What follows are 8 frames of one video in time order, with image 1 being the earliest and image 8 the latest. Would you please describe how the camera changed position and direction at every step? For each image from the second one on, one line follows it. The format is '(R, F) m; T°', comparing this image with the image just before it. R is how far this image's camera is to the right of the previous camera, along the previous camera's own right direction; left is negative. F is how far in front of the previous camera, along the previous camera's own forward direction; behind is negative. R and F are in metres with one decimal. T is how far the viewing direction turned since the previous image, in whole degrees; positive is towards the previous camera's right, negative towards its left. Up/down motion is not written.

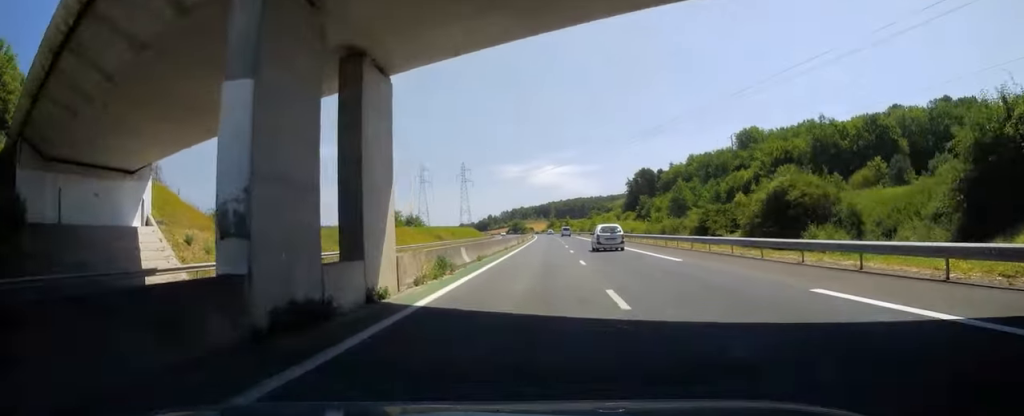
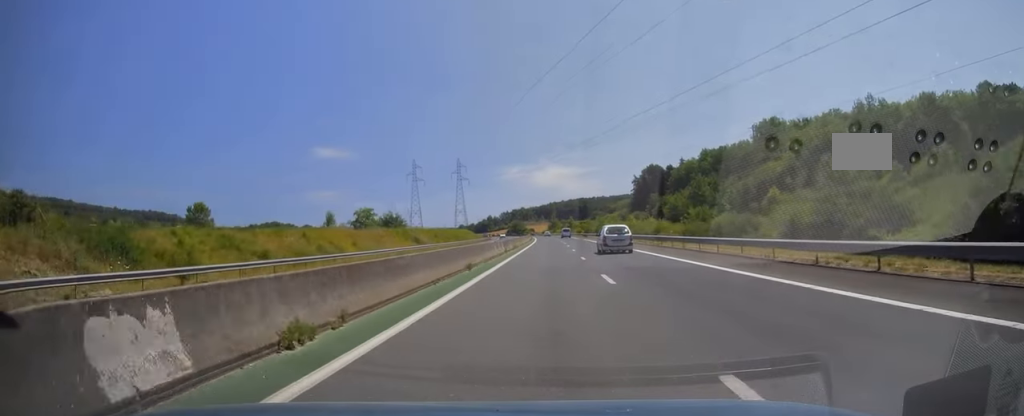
(0.0, +20.5) m; 0°
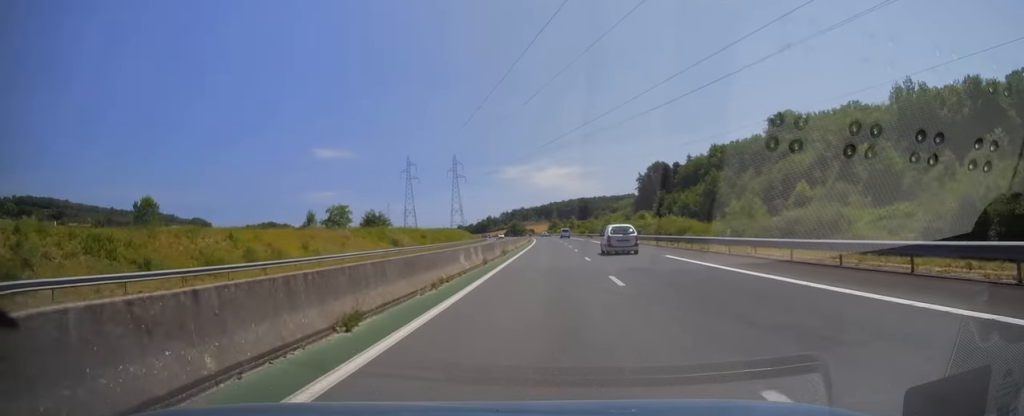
(0.0, +13.3) m; 0°
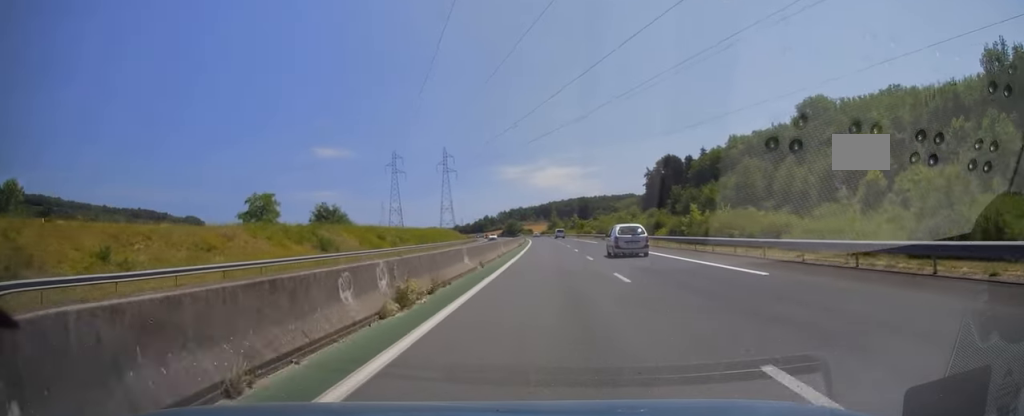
(0.0, +24.7) m; 0°
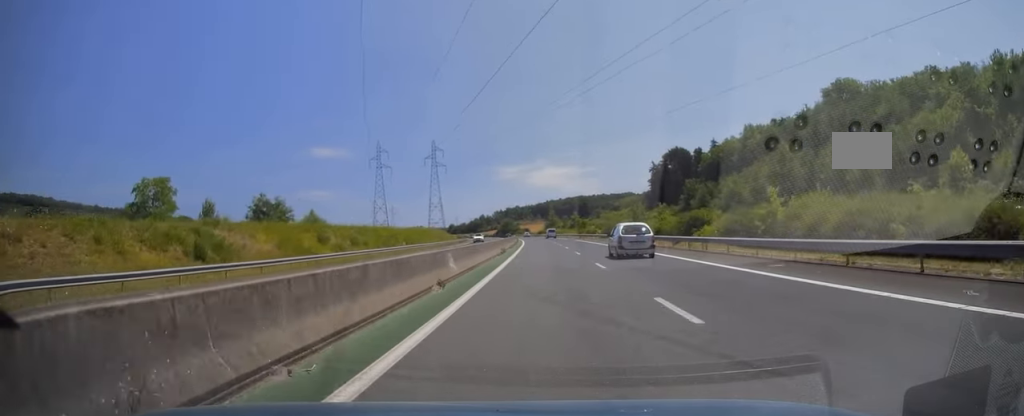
(0.0, +19.5) m; 0°
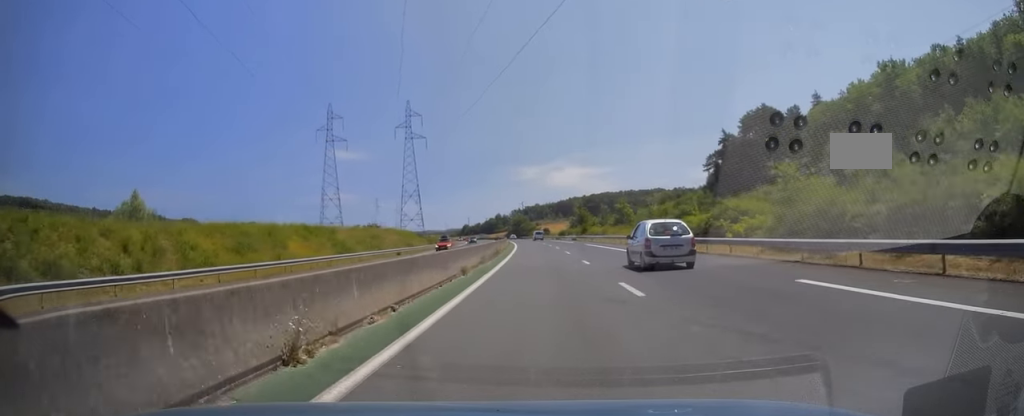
(-1.3, +72.8) m; -2°
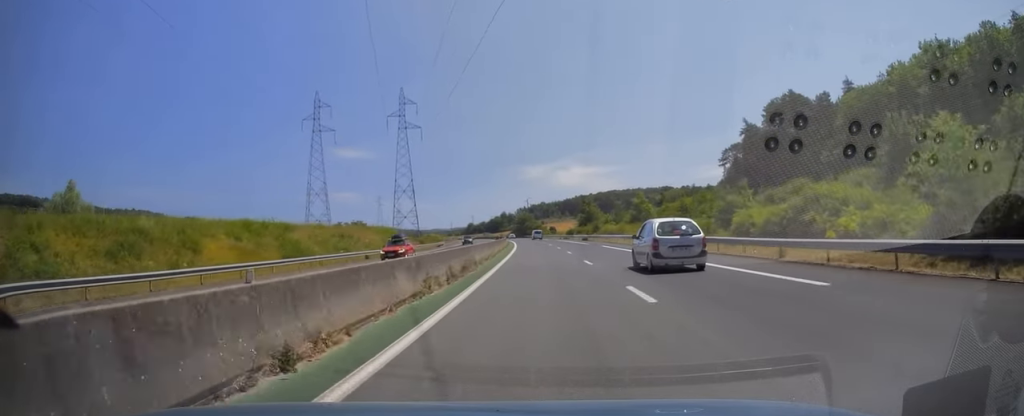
(0.0, +13.9) m; 0°
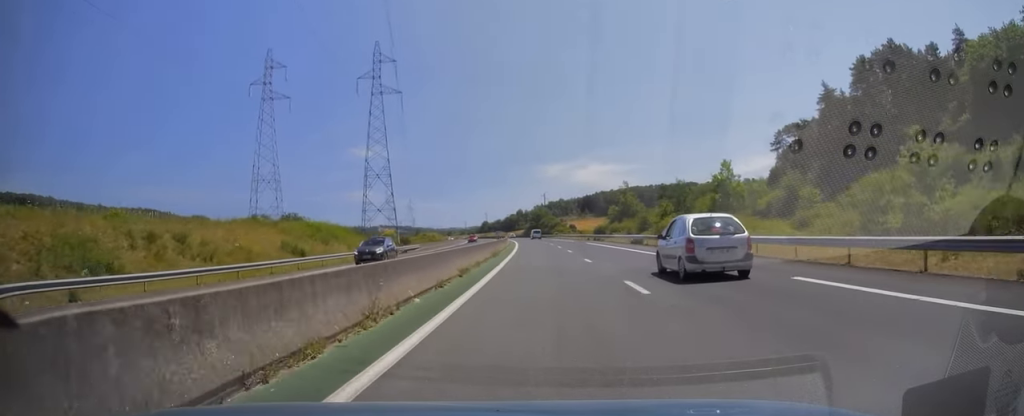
(-0.2, +36.9) m; -2°
